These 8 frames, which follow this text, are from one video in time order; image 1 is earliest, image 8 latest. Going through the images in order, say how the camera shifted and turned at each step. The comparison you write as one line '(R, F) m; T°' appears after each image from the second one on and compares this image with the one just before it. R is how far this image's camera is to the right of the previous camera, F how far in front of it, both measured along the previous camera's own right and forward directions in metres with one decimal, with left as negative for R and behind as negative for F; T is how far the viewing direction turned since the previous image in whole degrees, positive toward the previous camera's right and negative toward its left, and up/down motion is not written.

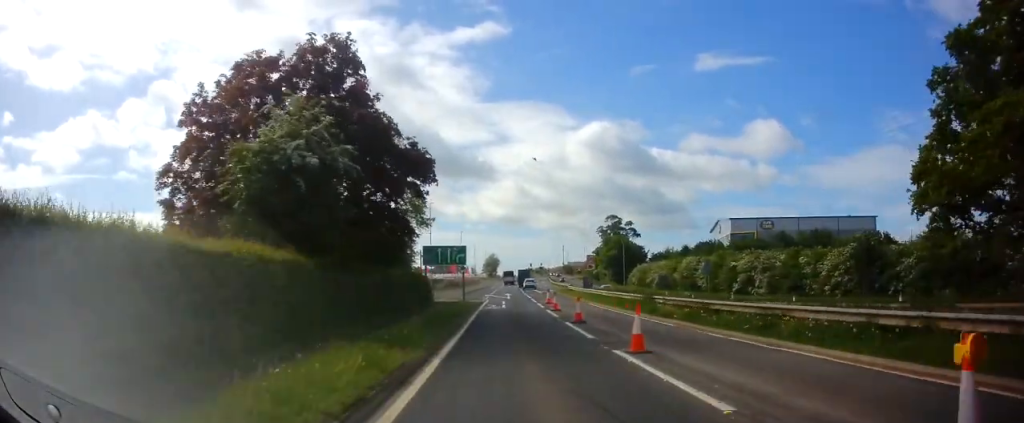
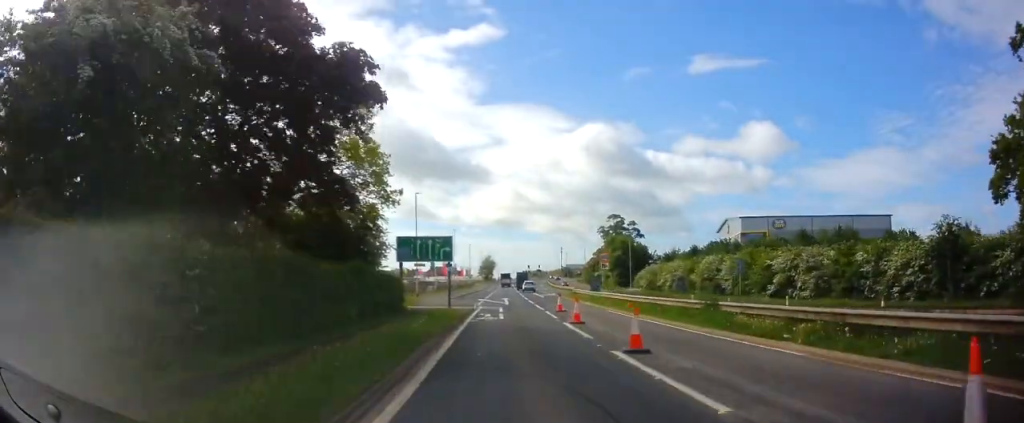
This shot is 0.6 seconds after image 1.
(+0.2, +8.7) m; 0°
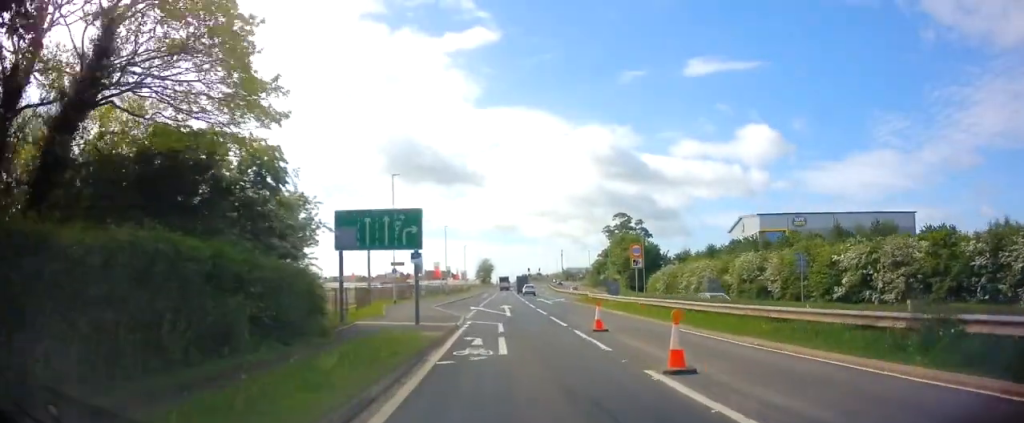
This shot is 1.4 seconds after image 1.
(0.0, +11.2) m; 0°
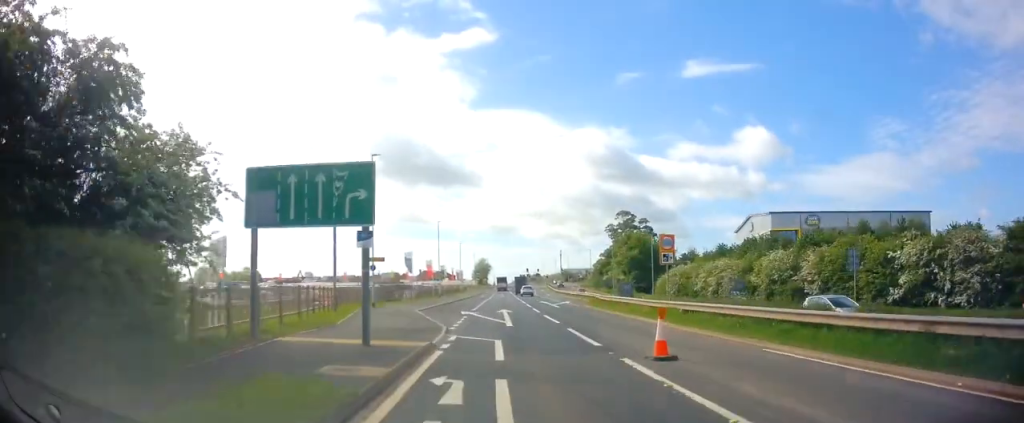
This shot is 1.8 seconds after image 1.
(-0.1, +6.8) m; -1°
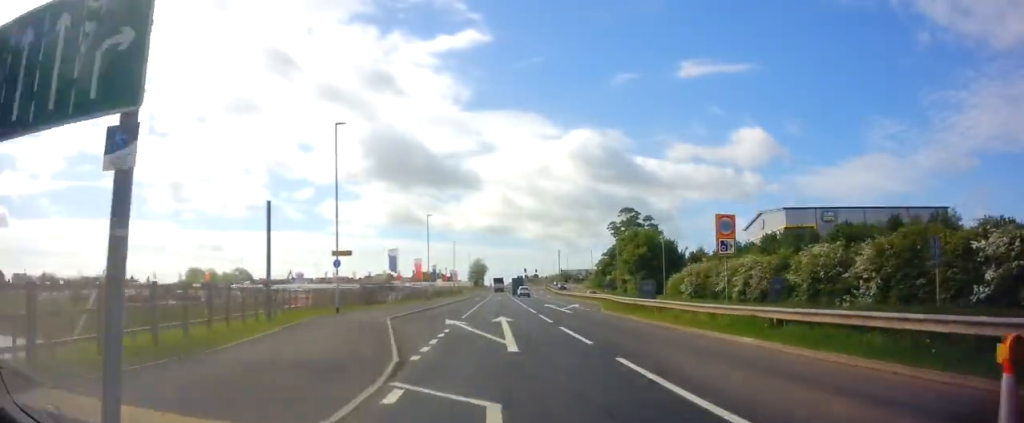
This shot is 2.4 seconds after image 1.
(0.0, +8.0) m; 0°
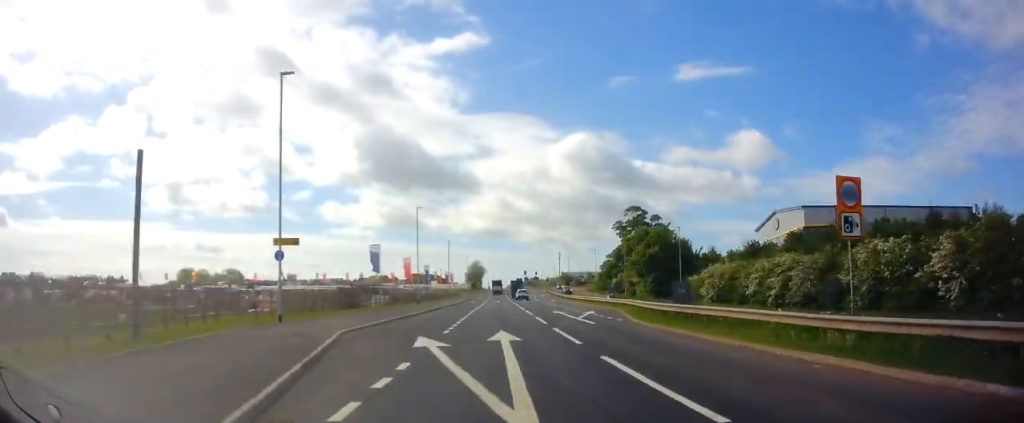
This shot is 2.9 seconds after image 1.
(-0.1, +8.0) m; +1°
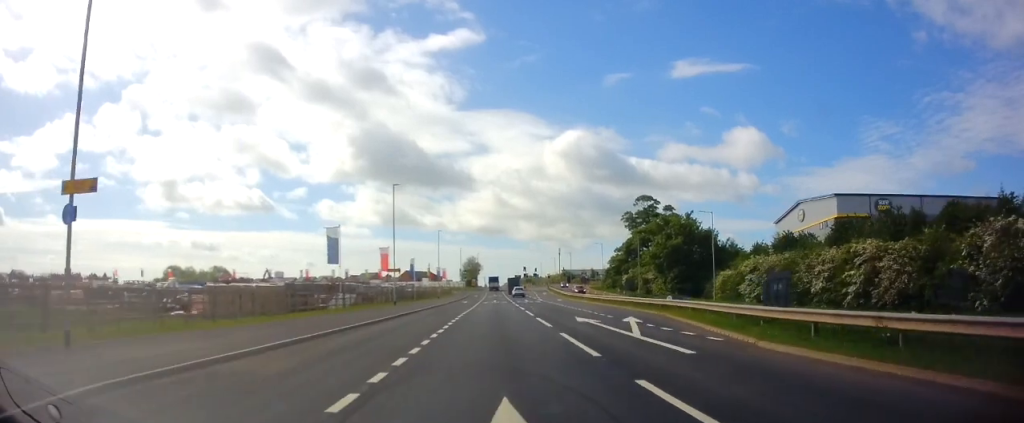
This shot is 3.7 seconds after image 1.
(+0.2, +12.3) m; 0°
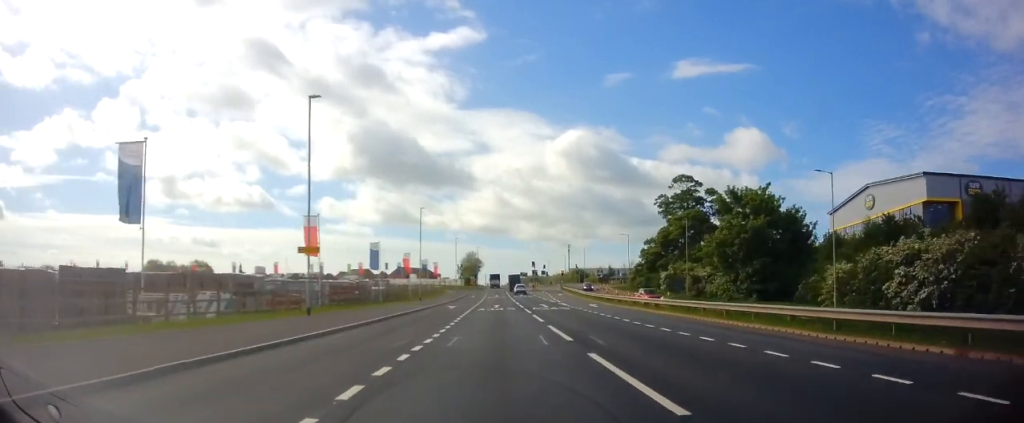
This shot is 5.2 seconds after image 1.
(0.0, +23.0) m; 0°
